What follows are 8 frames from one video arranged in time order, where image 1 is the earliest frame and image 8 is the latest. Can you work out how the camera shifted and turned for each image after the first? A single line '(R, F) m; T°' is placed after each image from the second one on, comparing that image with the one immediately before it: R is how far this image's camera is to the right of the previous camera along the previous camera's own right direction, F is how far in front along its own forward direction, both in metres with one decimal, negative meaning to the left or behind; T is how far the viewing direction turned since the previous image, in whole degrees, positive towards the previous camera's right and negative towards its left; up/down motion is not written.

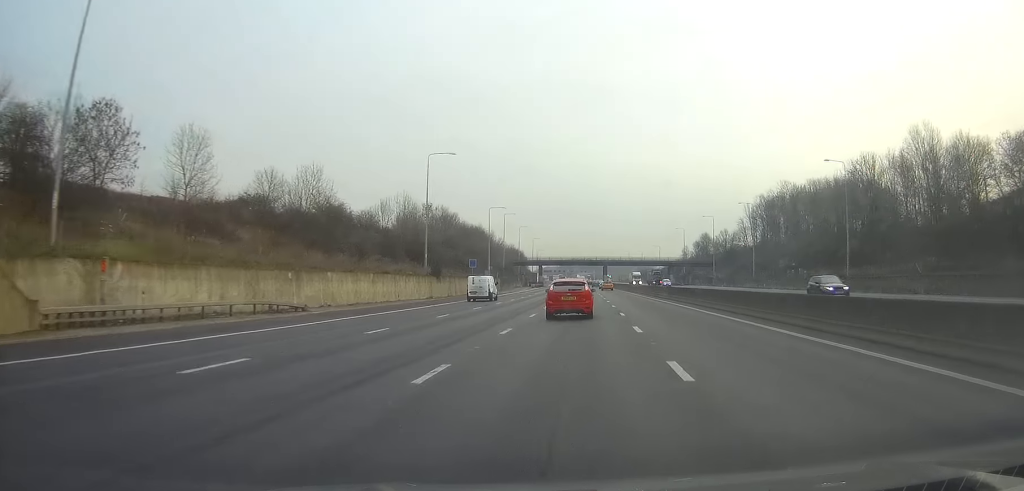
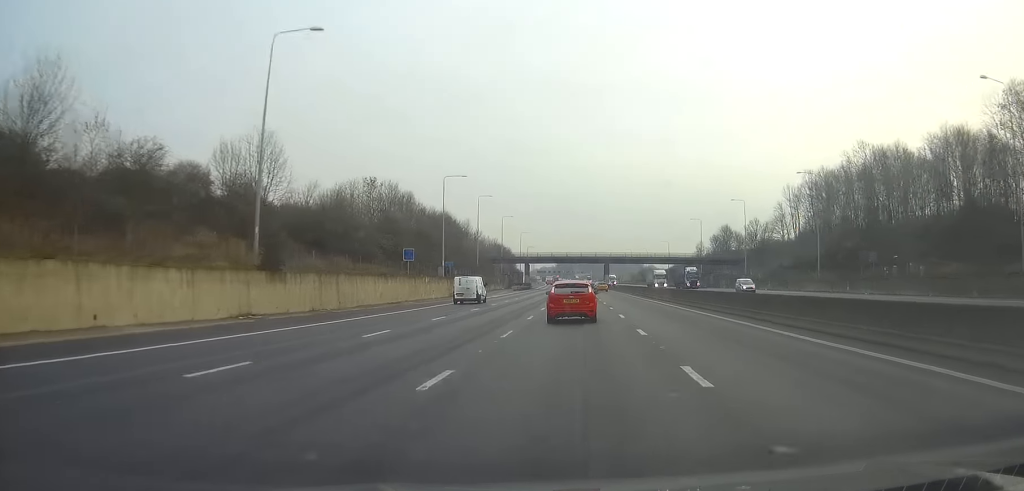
(0.0, +39.3) m; 0°
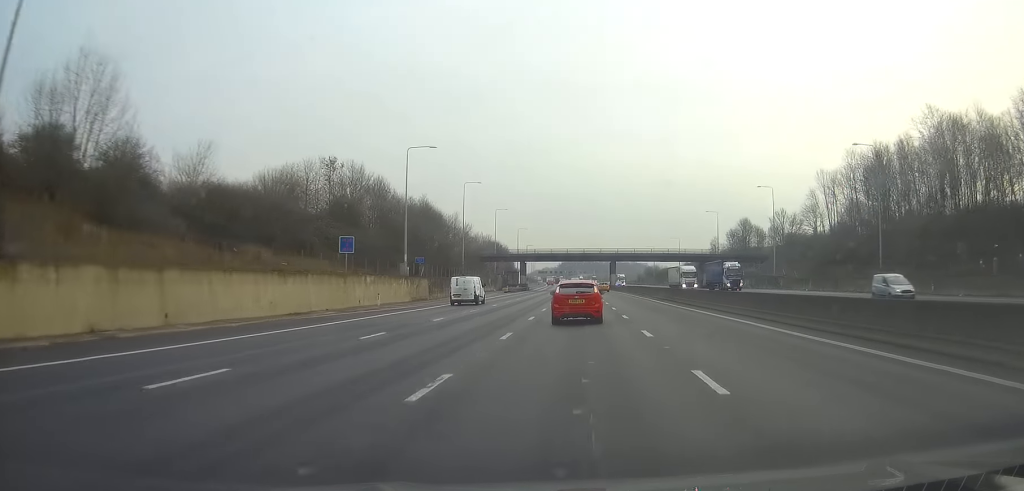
(0.0, +20.1) m; 0°
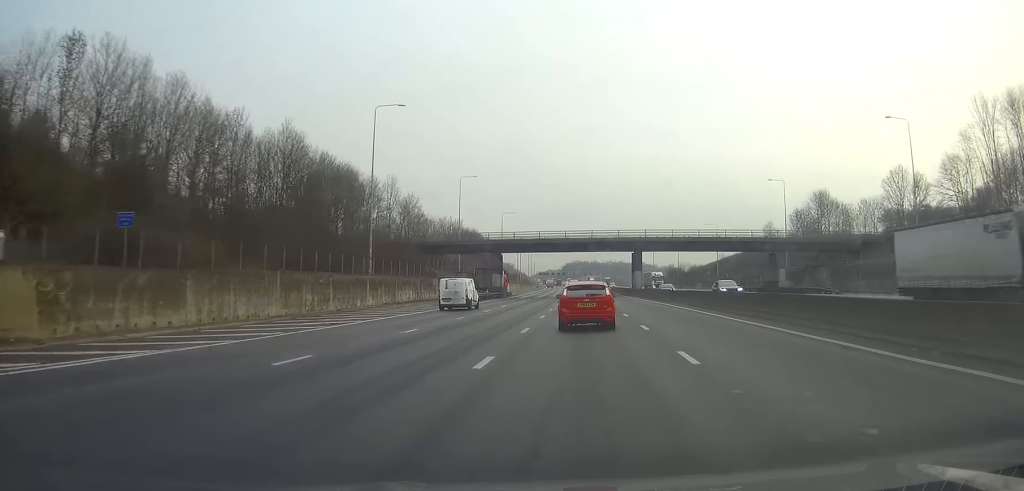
(-0.2, +54.9) m; -1°
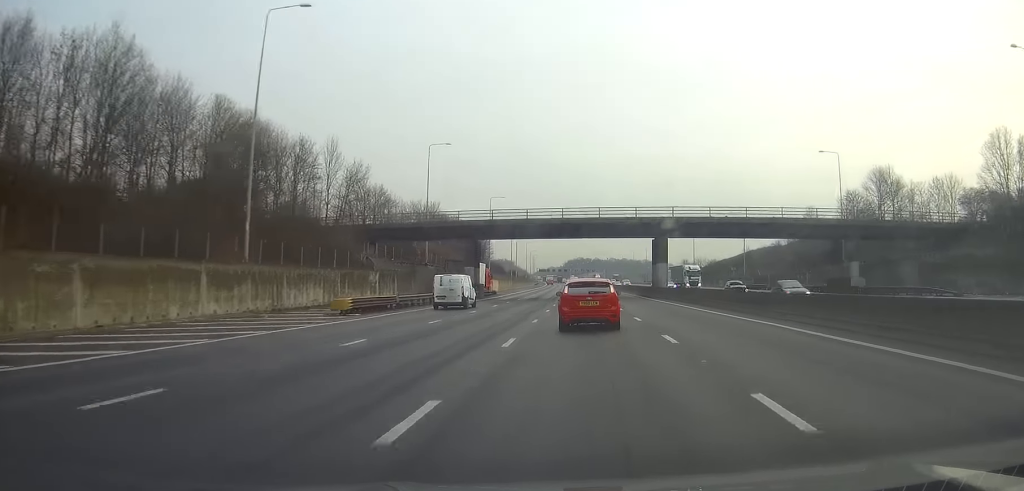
(-0.1, +25.5) m; 0°
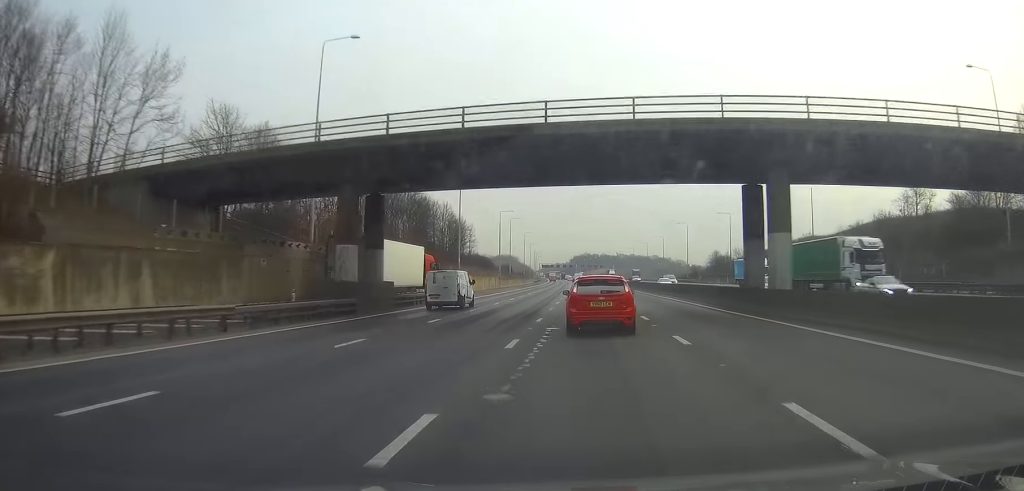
(-0.2, +39.5) m; -1°
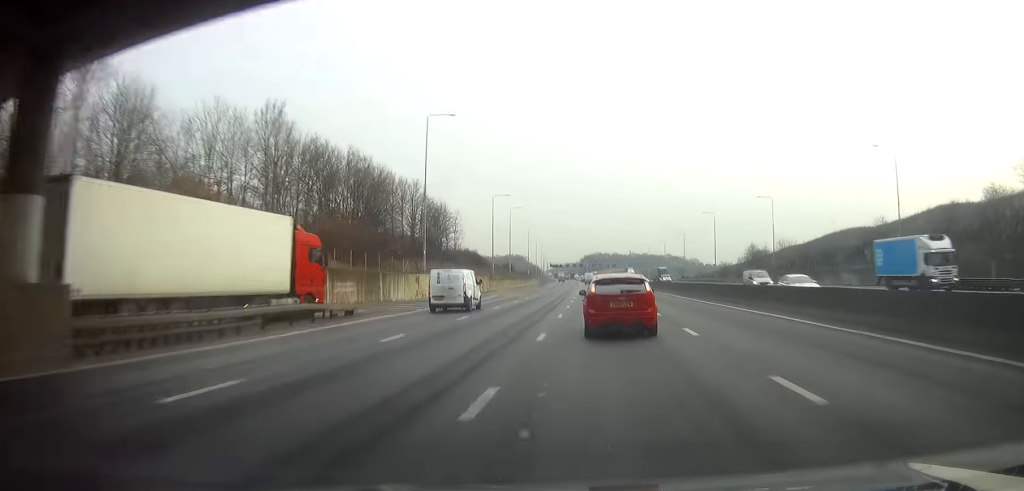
(-0.2, +27.0) m; -1°
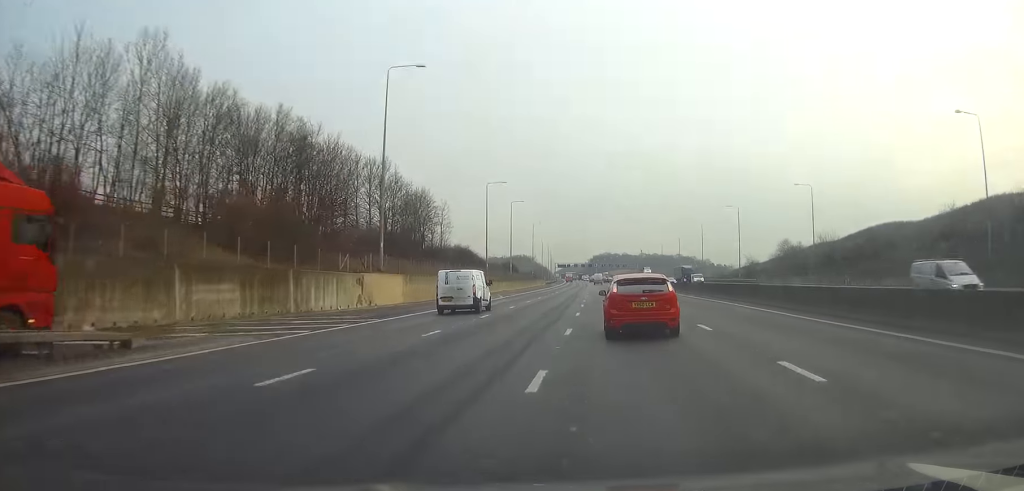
(-0.1, +17.8) m; 0°
